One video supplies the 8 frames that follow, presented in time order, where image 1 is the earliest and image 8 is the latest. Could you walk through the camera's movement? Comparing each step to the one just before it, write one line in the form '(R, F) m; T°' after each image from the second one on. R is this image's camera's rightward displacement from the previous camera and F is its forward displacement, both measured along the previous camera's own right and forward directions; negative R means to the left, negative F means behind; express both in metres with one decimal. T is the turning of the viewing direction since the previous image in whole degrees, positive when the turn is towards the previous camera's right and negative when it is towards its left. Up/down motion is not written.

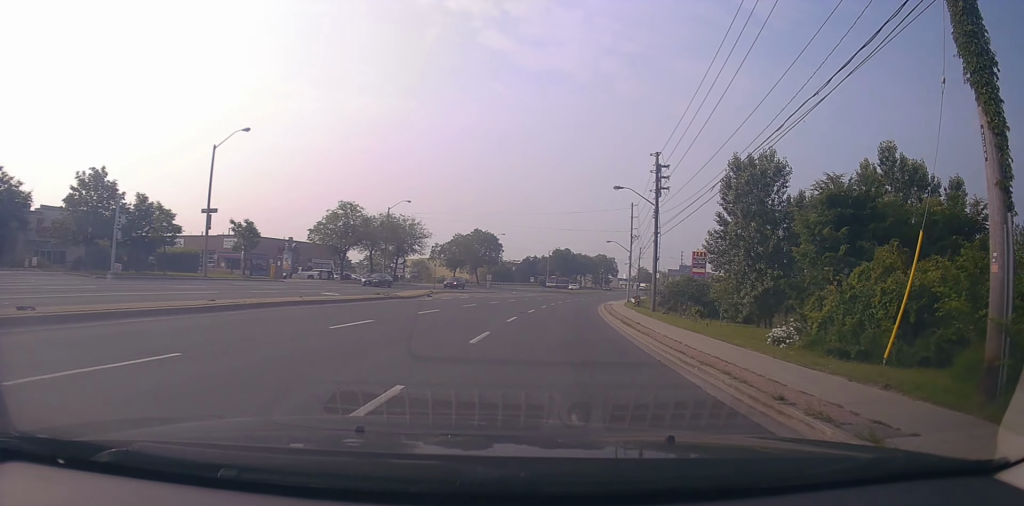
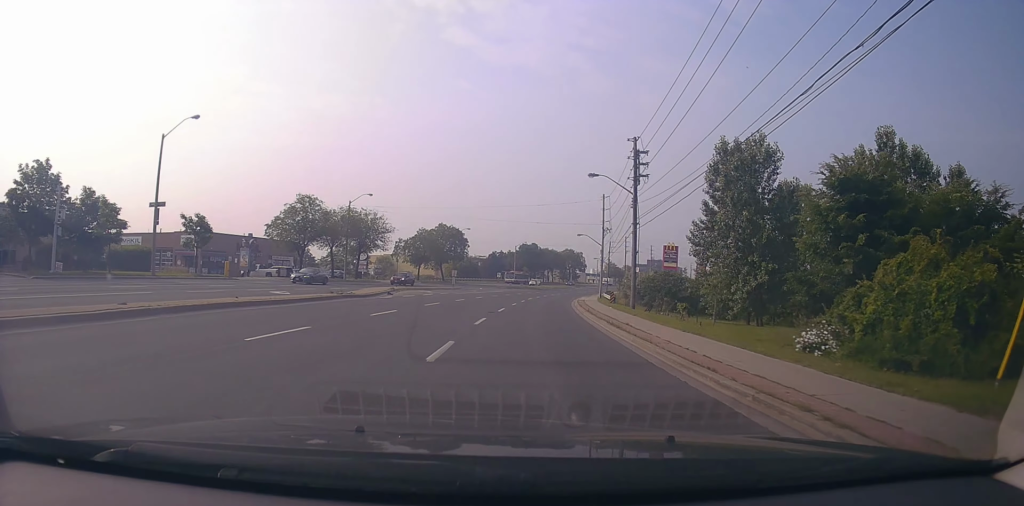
(+0.2, +3.2) m; +4°
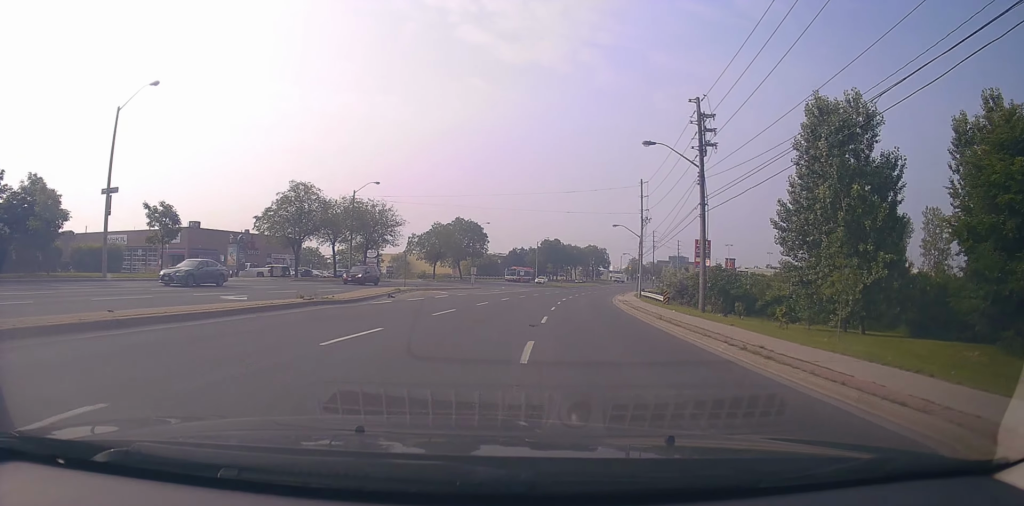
(+0.1, +8.5) m; -3°
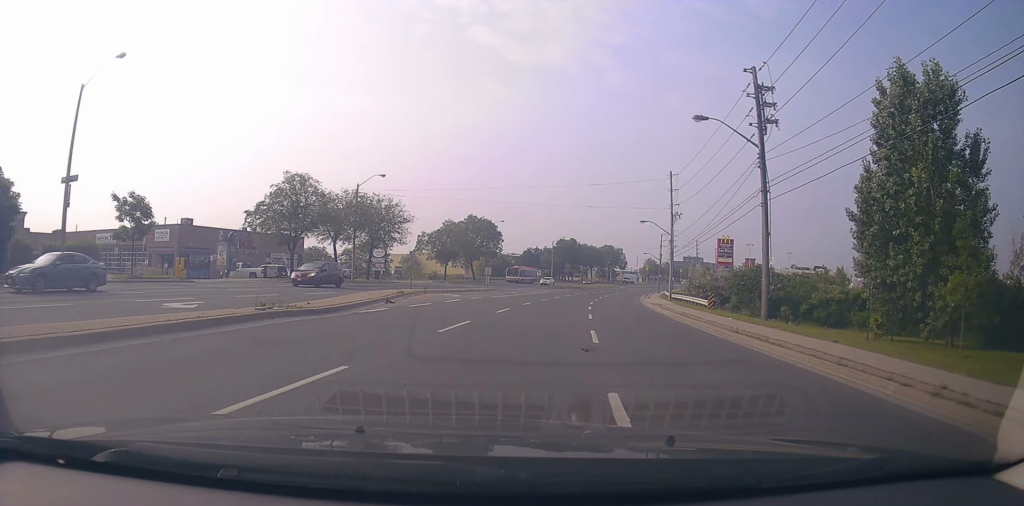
(-0.5, +5.4) m; 0°
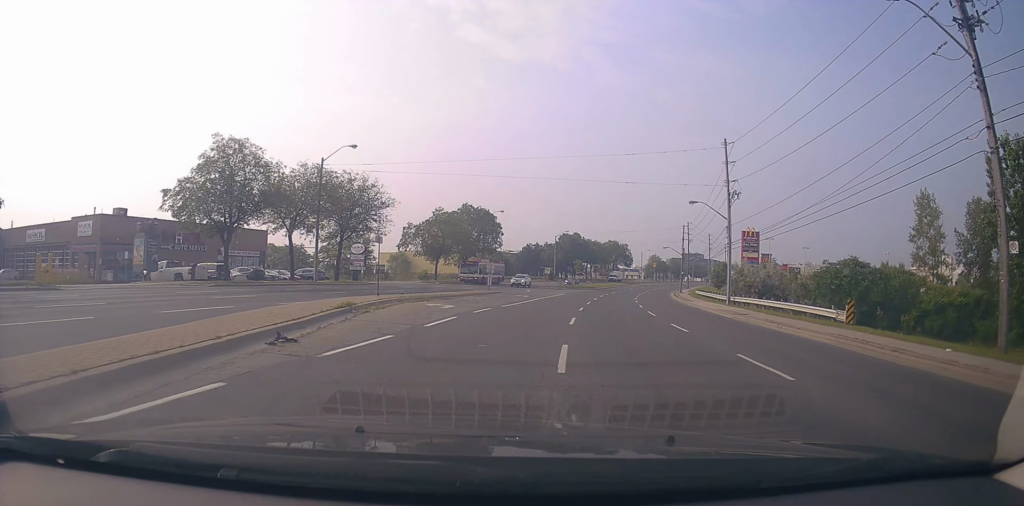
(+0.5, +14.0) m; +3°
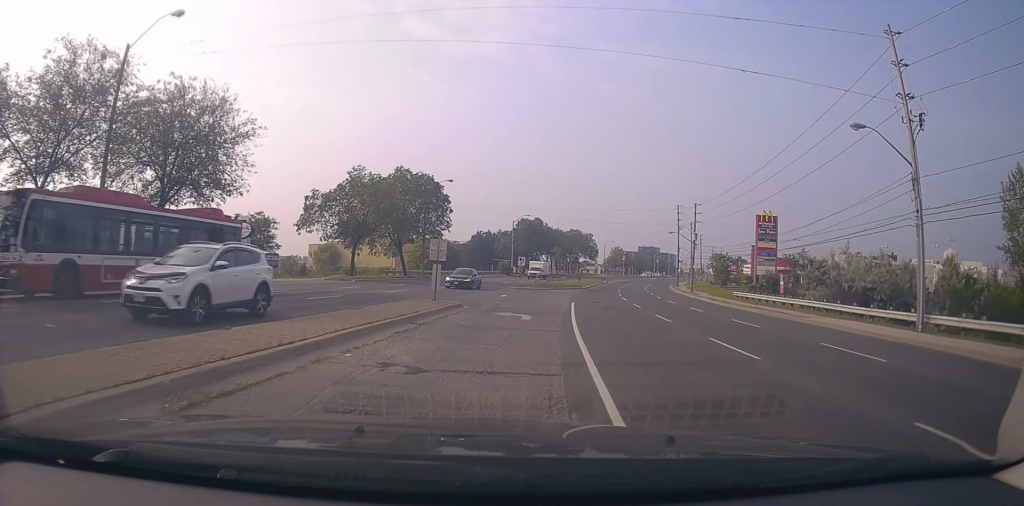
(-0.1, +26.0) m; +5°
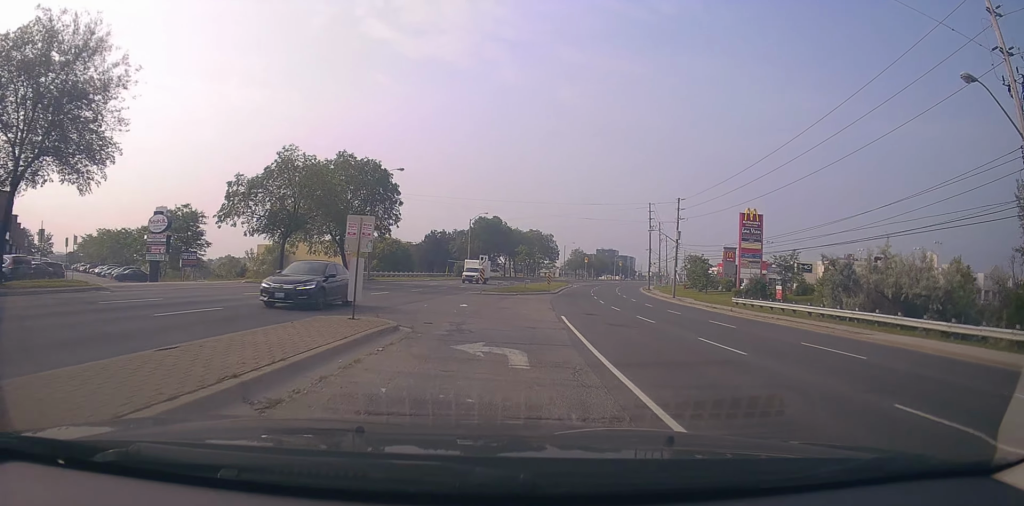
(+0.4, +8.7) m; +4°
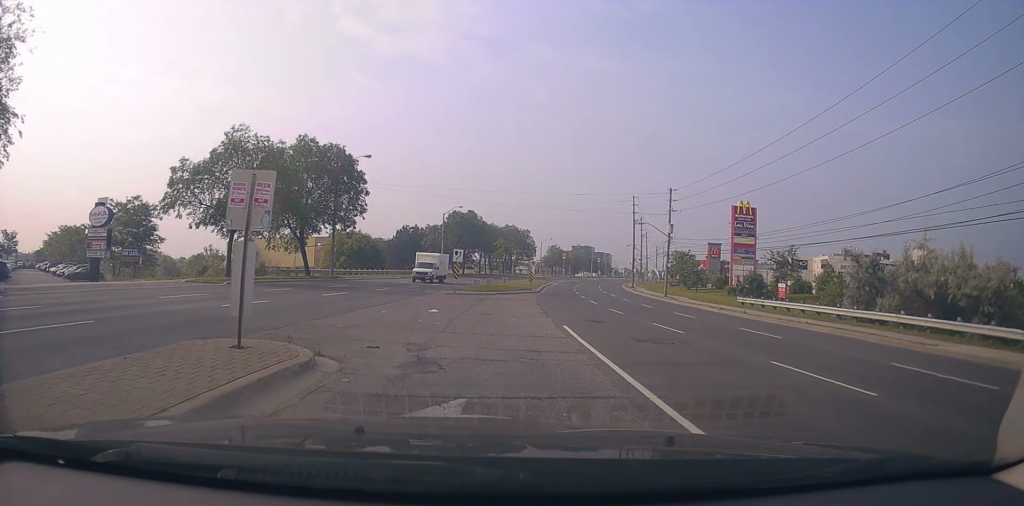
(+0.1, +5.4) m; -2°
